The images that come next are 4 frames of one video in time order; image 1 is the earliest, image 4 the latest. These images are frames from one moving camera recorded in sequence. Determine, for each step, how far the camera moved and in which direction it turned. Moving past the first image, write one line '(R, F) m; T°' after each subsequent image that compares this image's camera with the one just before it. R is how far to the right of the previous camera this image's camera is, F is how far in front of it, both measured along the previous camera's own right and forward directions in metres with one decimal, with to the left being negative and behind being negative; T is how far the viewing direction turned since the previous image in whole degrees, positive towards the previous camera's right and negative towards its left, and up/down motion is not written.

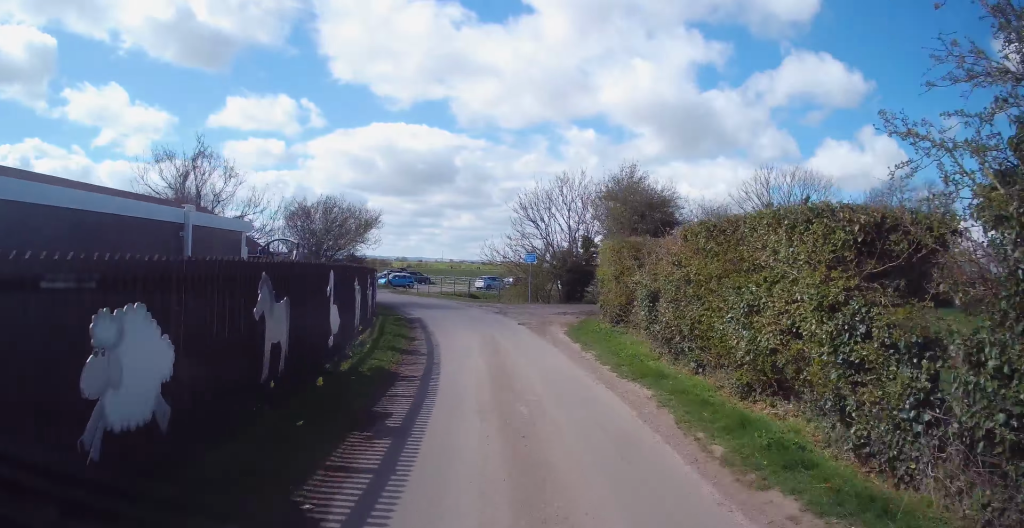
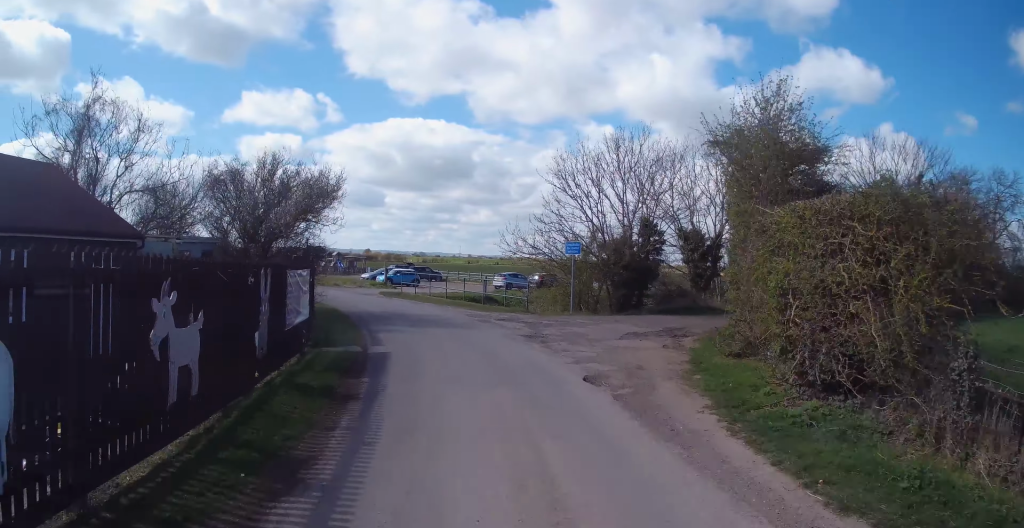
(-0.4, +11.6) m; -2°
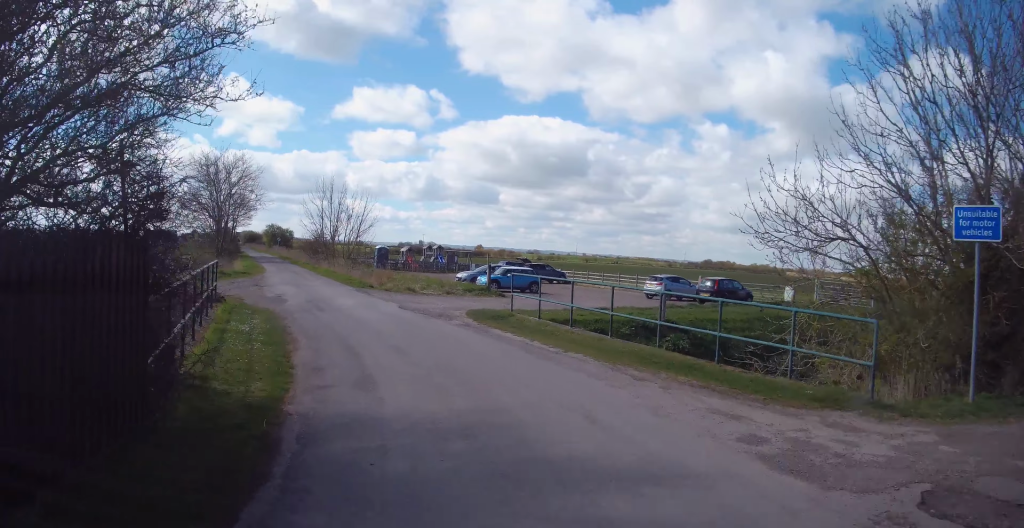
(-0.4, +16.0) m; -7°
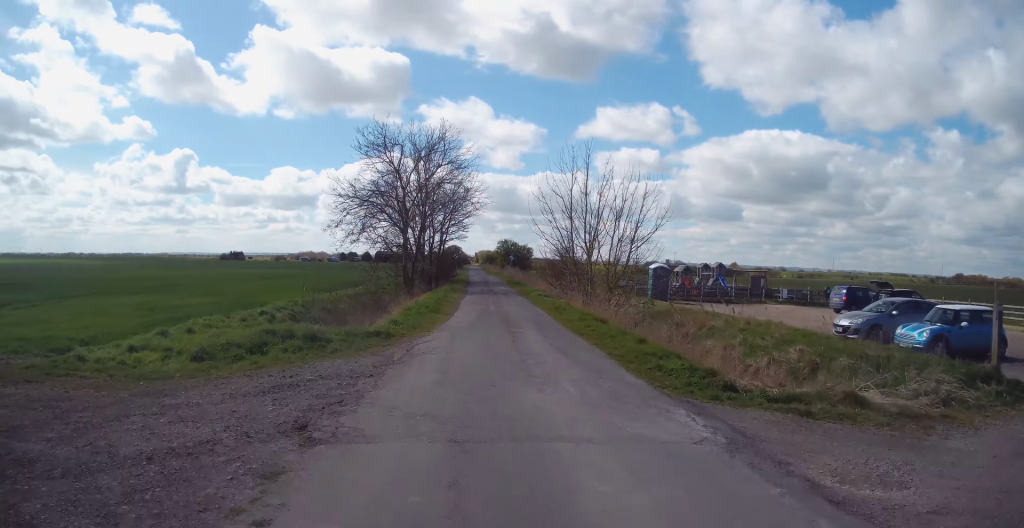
(-3.0, +19.3) m; -15°
